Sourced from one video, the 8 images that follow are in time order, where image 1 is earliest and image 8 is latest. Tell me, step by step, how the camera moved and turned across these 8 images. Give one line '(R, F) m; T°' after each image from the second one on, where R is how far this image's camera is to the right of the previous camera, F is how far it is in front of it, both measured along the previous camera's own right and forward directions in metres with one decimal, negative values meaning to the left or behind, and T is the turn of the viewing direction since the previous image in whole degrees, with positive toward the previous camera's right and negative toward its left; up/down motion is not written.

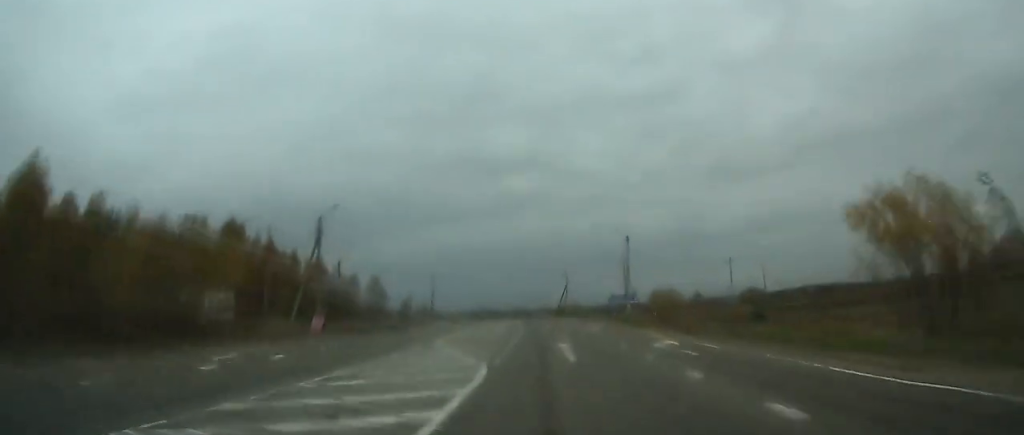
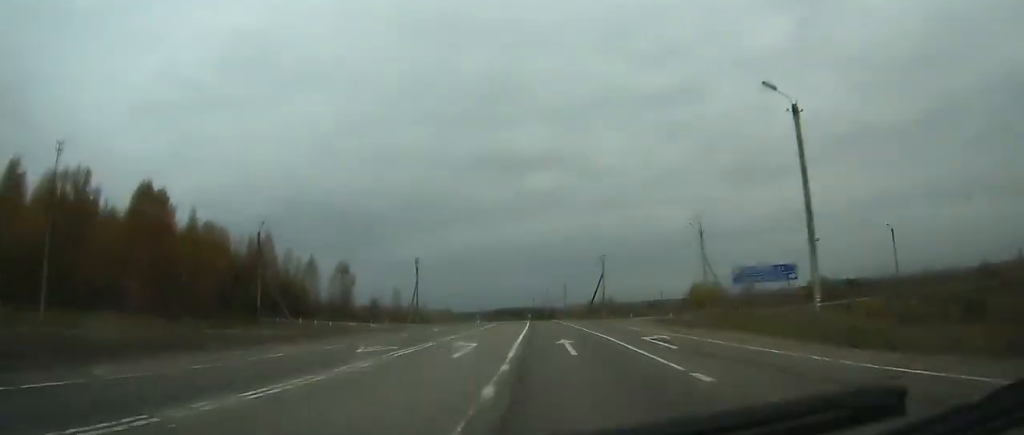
(-0.3, +37.9) m; -1°
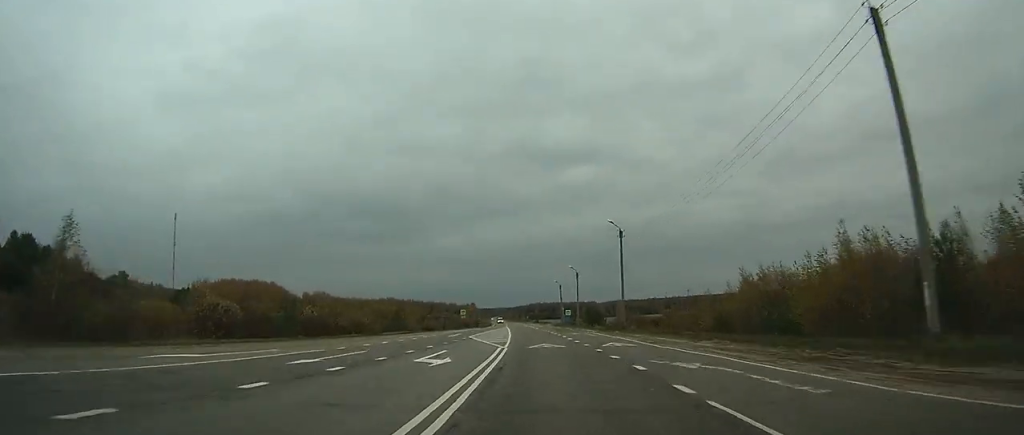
(-5.6, +120.1) m; -5°
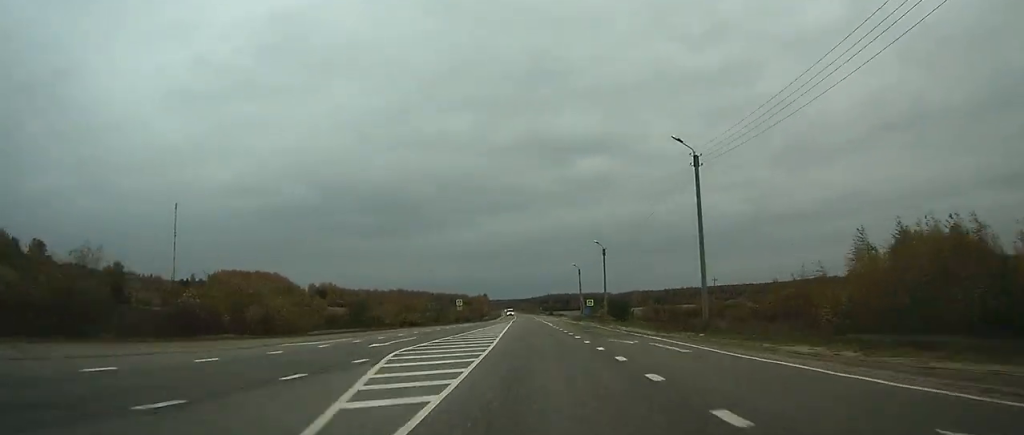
(+0.1, +24.0) m; -1°
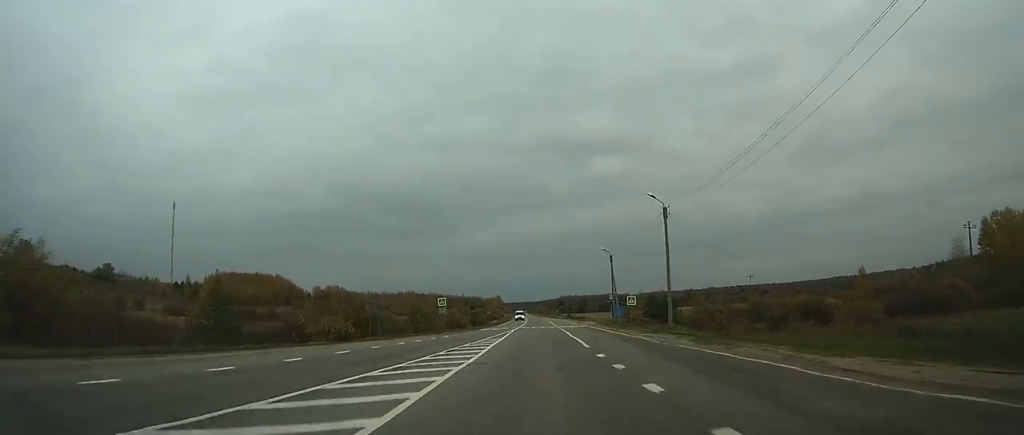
(-0.6, +30.1) m; -1°
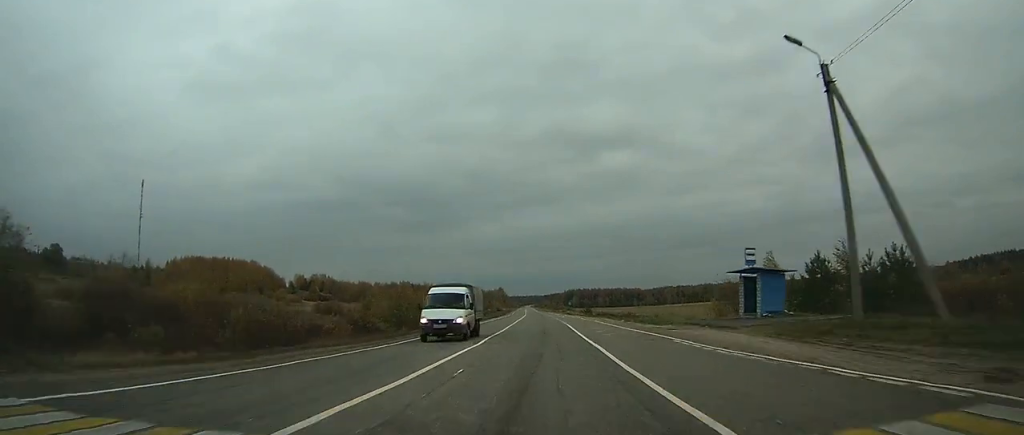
(-1.1, +60.0) m; -1°
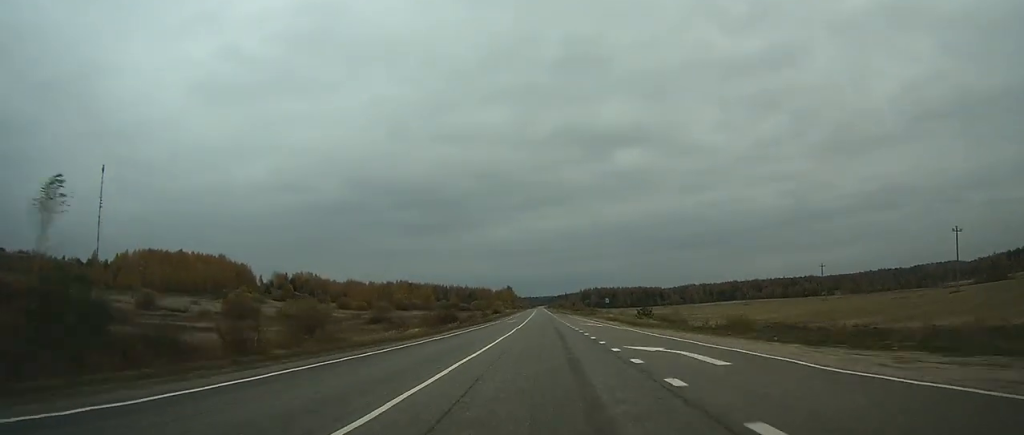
(-0.5, +64.9) m; -1°
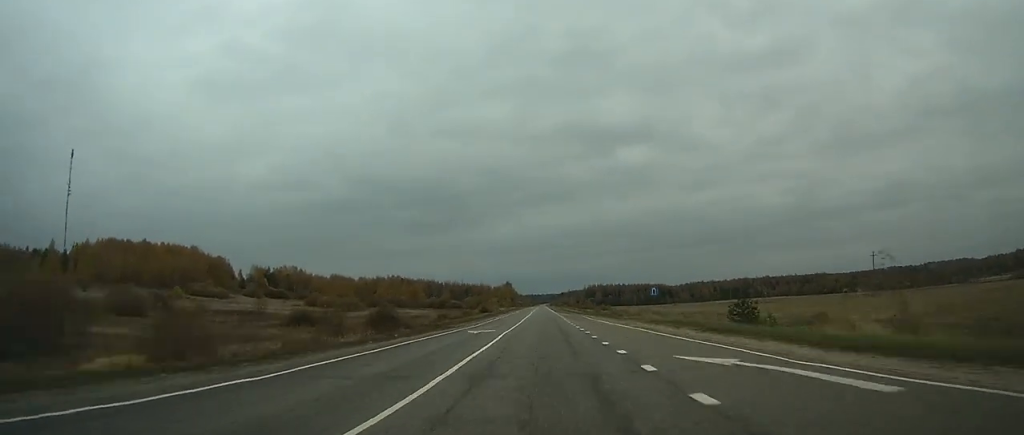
(-0.1, +35.3) m; 0°
